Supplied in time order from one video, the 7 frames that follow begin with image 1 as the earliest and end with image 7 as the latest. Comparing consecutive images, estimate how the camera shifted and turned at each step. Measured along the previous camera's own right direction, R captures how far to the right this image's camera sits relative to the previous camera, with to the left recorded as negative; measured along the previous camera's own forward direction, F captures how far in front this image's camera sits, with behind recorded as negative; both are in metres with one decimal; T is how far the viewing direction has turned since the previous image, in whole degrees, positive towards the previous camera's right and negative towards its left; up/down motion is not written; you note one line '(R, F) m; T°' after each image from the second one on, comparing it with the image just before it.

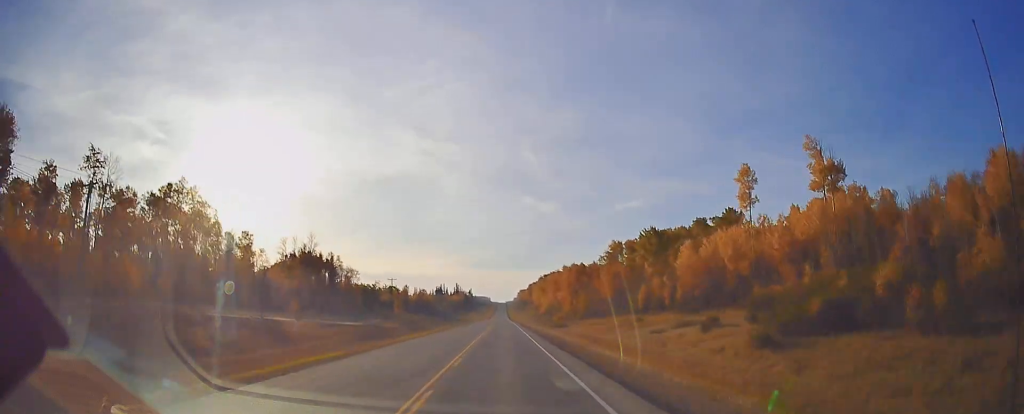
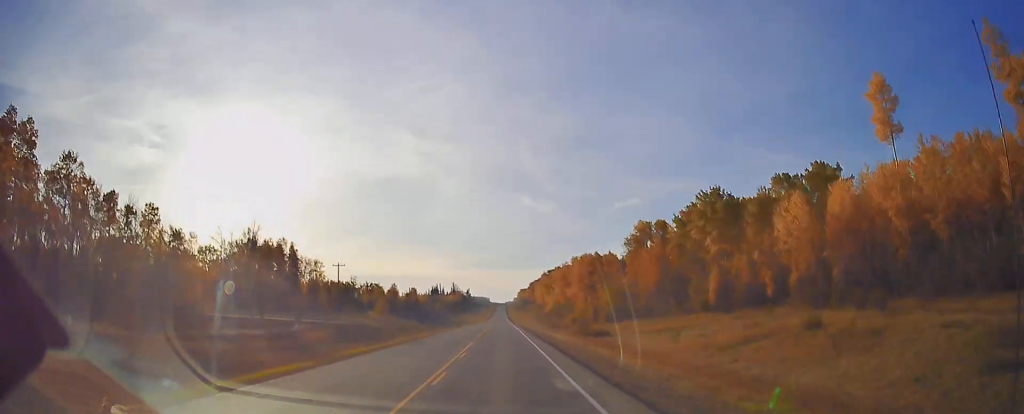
(+0.3, +40.0) m; 0°
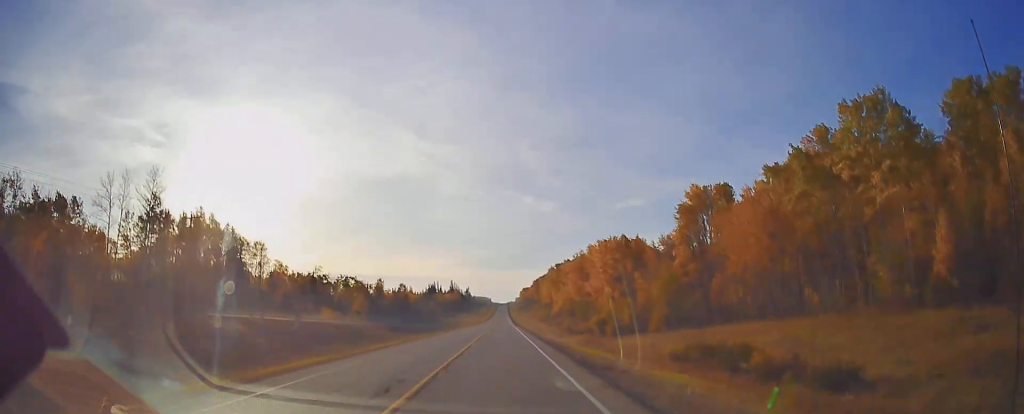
(+0.4, +42.7) m; 0°
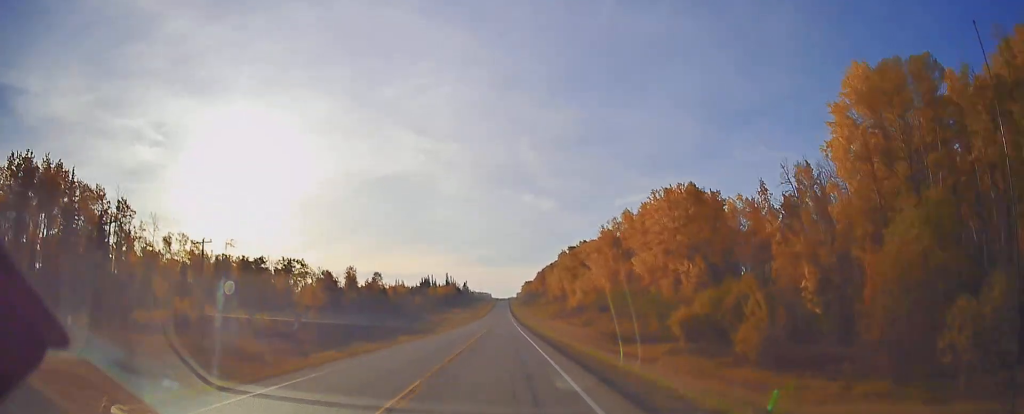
(-0.5, +59.2) m; 0°
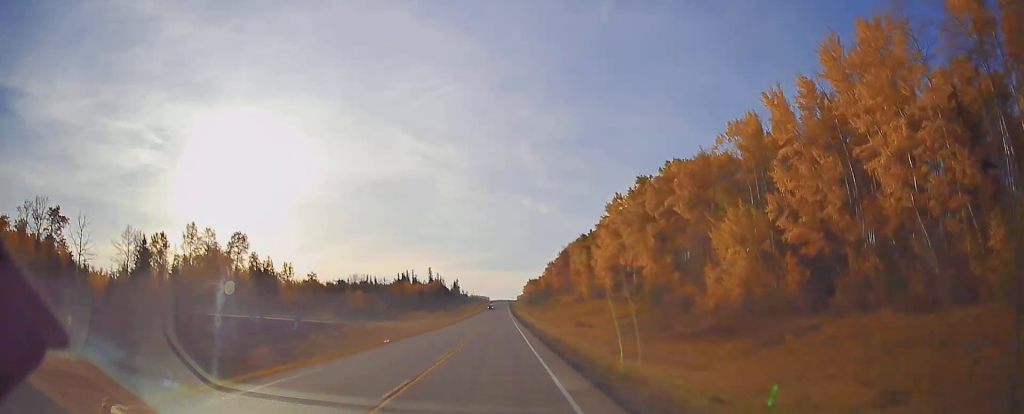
(-0.6, +127.1) m; 0°
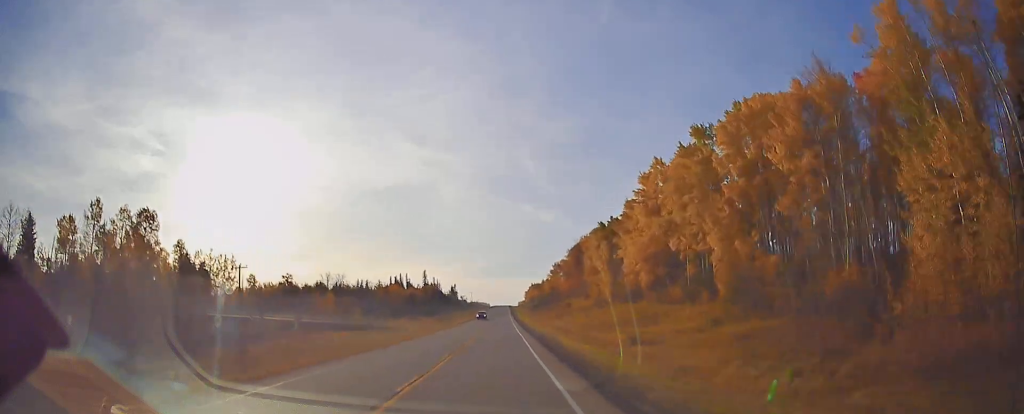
(+0.2, +35.3) m; 0°
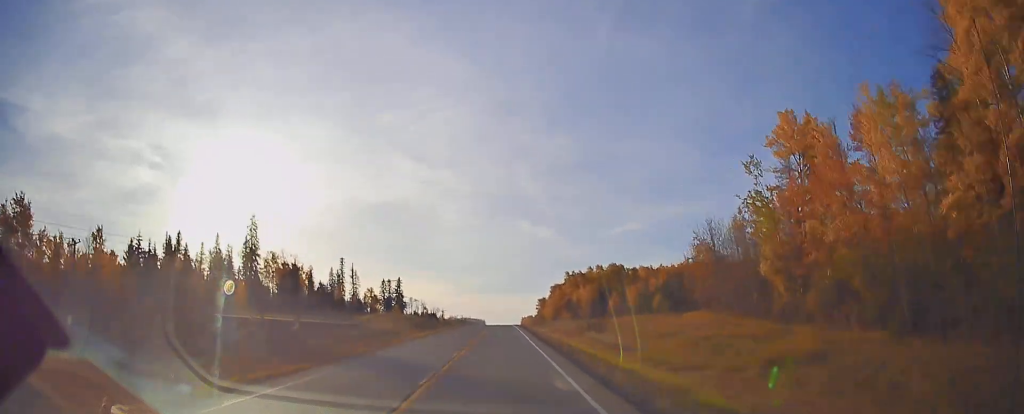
(-0.3, +299.0) m; 0°
